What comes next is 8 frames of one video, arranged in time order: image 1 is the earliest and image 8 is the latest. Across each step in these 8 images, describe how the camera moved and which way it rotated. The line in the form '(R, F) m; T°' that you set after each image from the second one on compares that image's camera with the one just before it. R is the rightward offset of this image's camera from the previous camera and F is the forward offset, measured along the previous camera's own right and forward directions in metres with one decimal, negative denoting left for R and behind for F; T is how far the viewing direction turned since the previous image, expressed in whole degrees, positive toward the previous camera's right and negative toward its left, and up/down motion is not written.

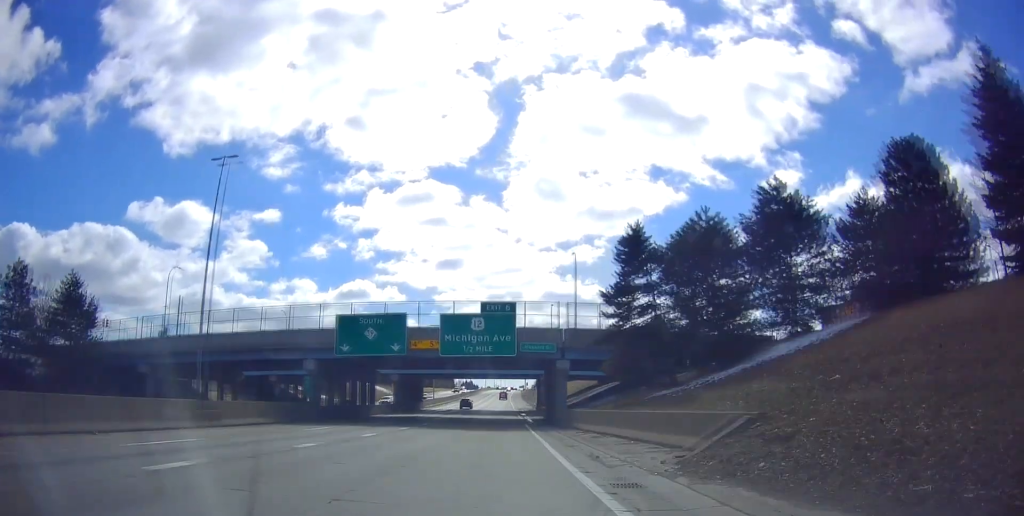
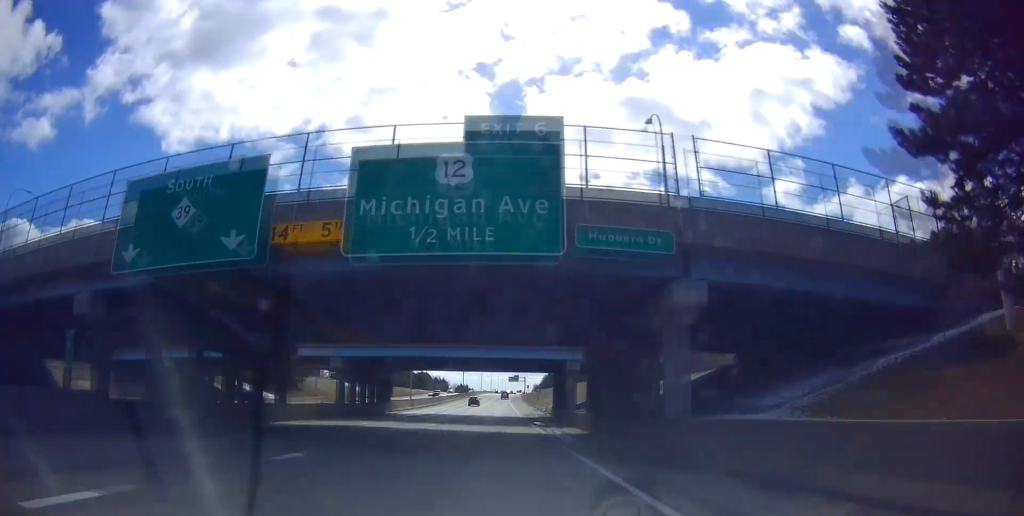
(0.0, +24.5) m; 0°
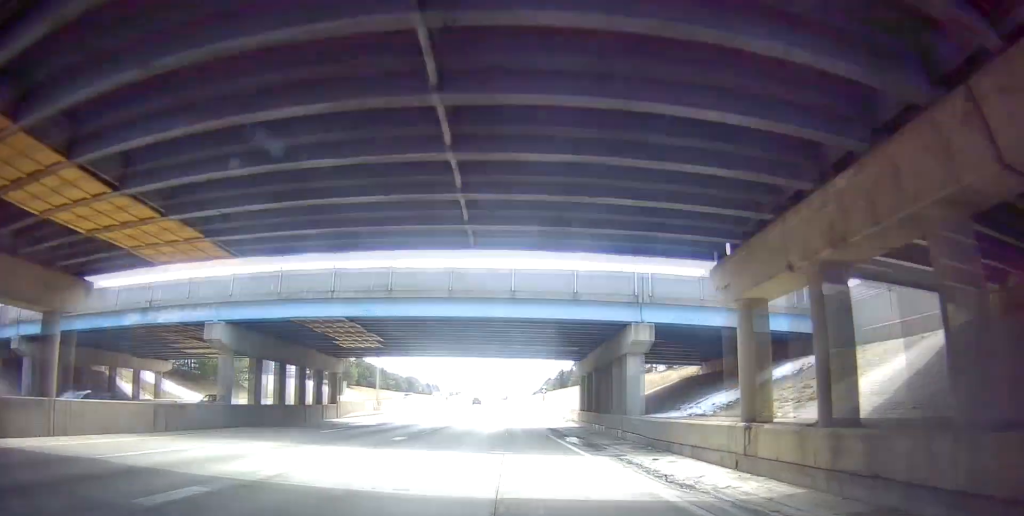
(0.0, +19.4) m; +1°
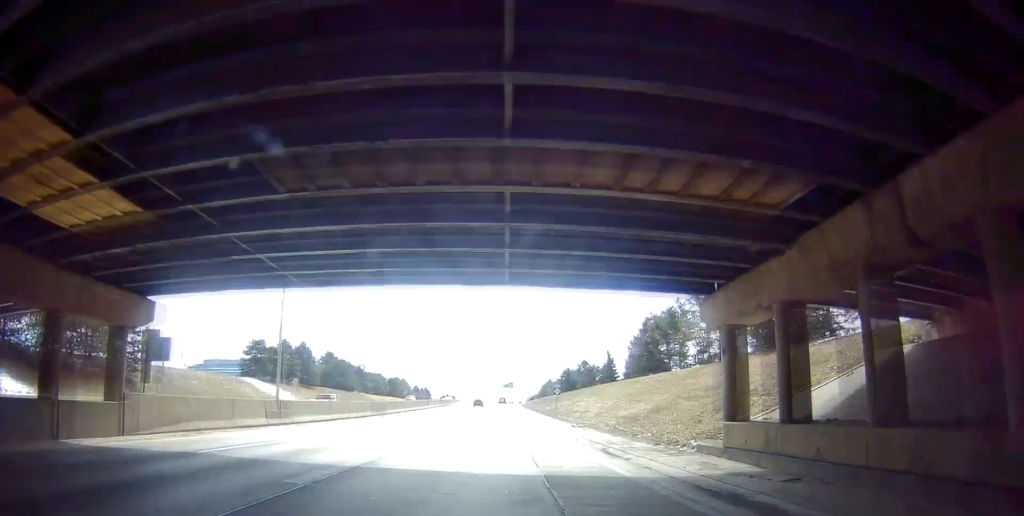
(+0.4, +24.9) m; +2°
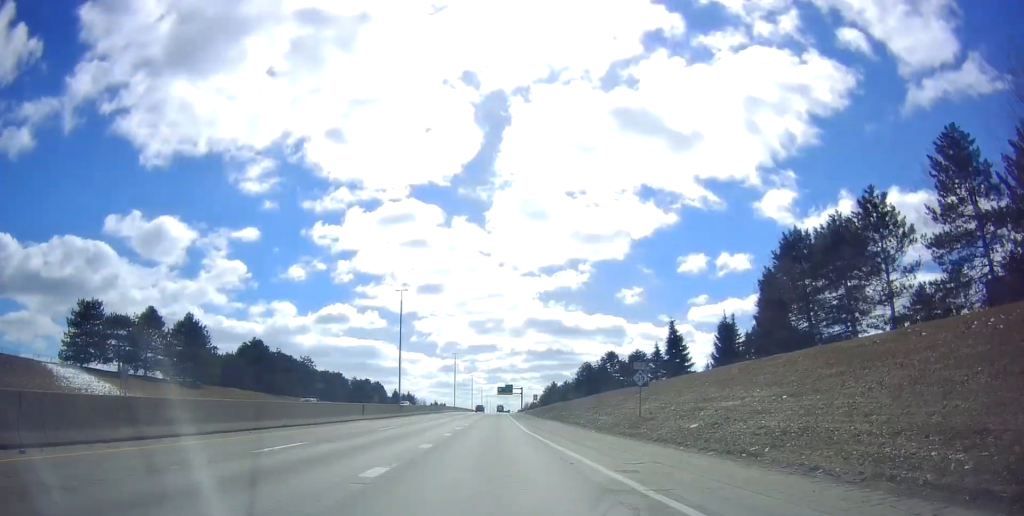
(+0.4, +42.4) m; +2°
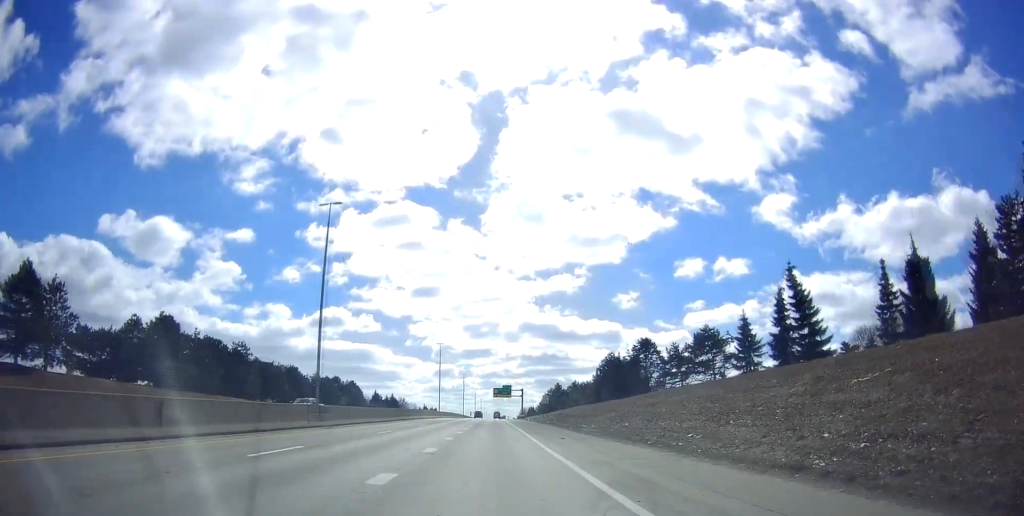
(+0.8, +30.9) m; +1°
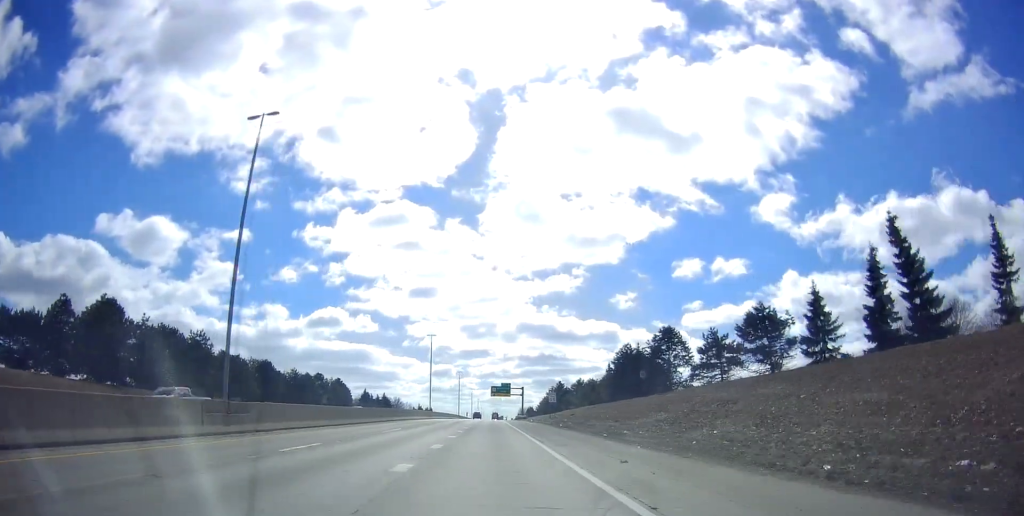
(+0.1, +13.2) m; -1°
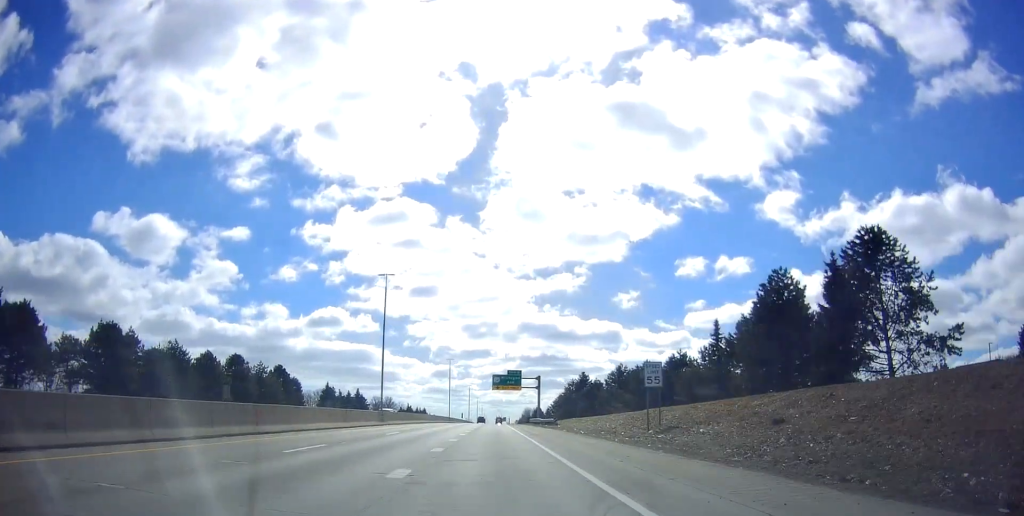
(-0.8, +46.4) m; 0°
